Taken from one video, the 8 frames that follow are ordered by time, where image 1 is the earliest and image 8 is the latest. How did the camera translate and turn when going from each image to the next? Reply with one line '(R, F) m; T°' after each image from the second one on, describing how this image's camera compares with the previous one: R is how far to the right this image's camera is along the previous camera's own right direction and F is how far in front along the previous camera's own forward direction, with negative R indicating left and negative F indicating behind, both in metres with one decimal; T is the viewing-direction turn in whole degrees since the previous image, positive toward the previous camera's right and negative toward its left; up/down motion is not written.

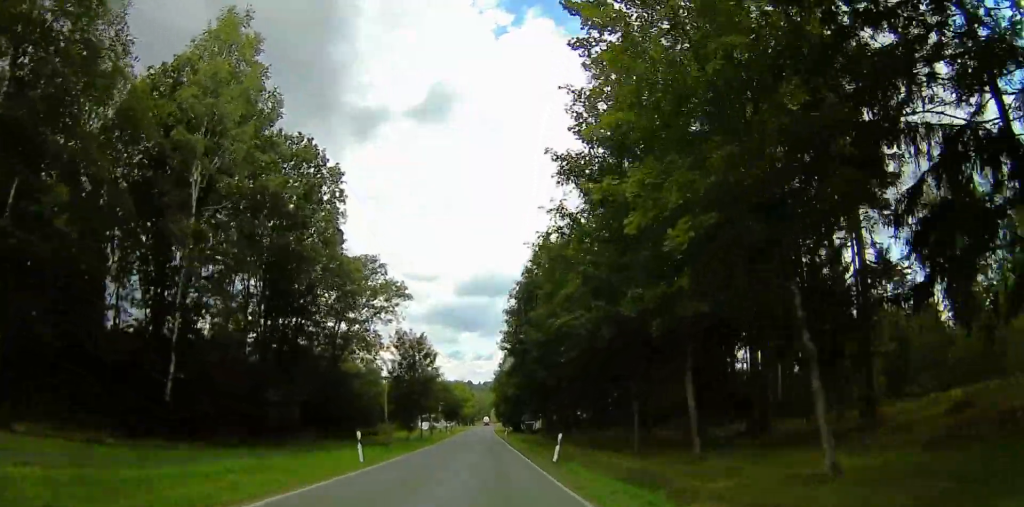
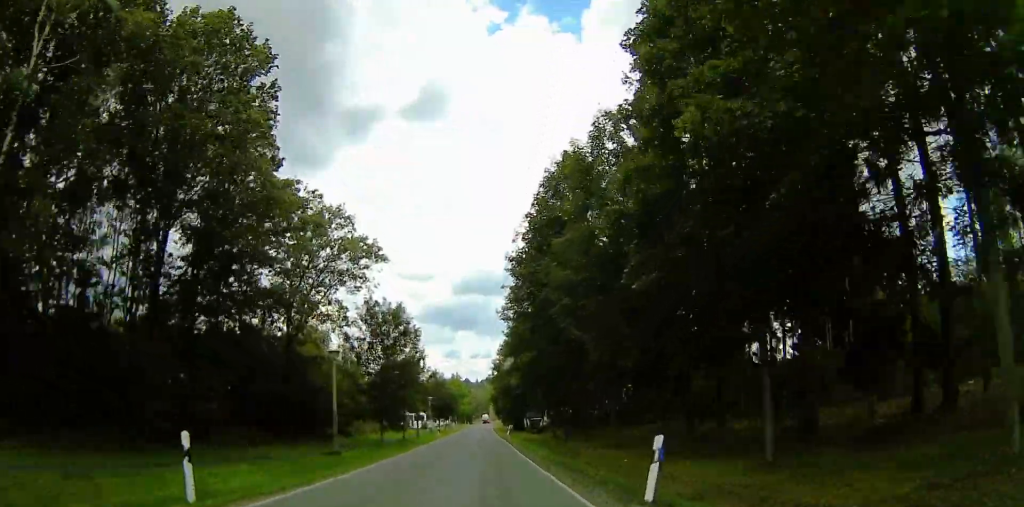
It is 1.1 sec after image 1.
(0.0, +13.0) m; 0°
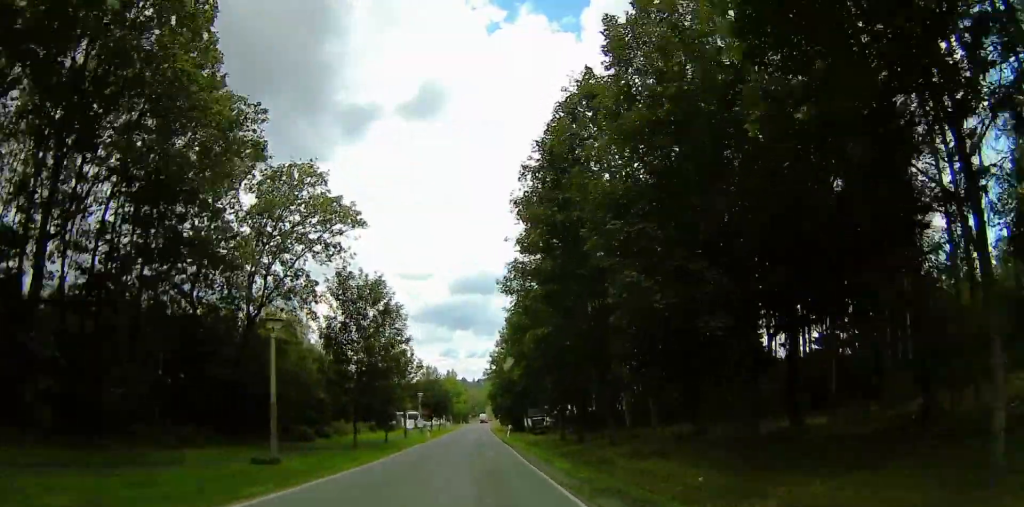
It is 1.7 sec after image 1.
(0.0, +7.4) m; 0°
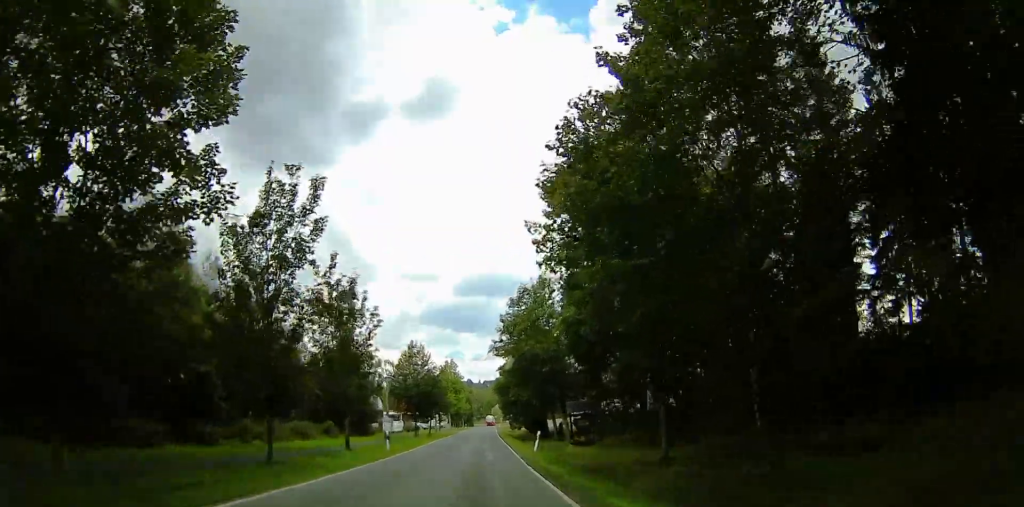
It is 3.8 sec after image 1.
(+0.1, +24.2) m; +3°
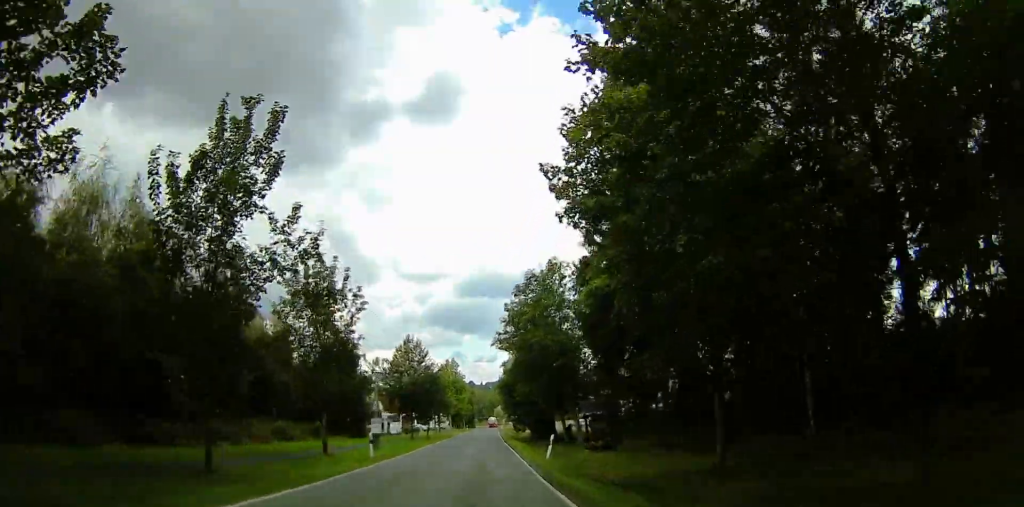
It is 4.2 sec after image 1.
(+0.2, +4.7) m; +1°
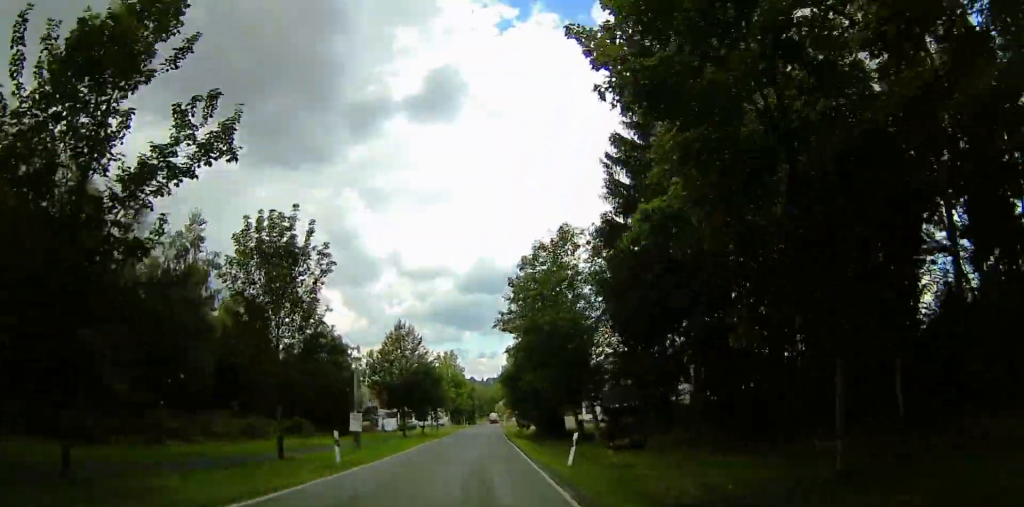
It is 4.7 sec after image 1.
(+0.1, +5.8) m; +1°
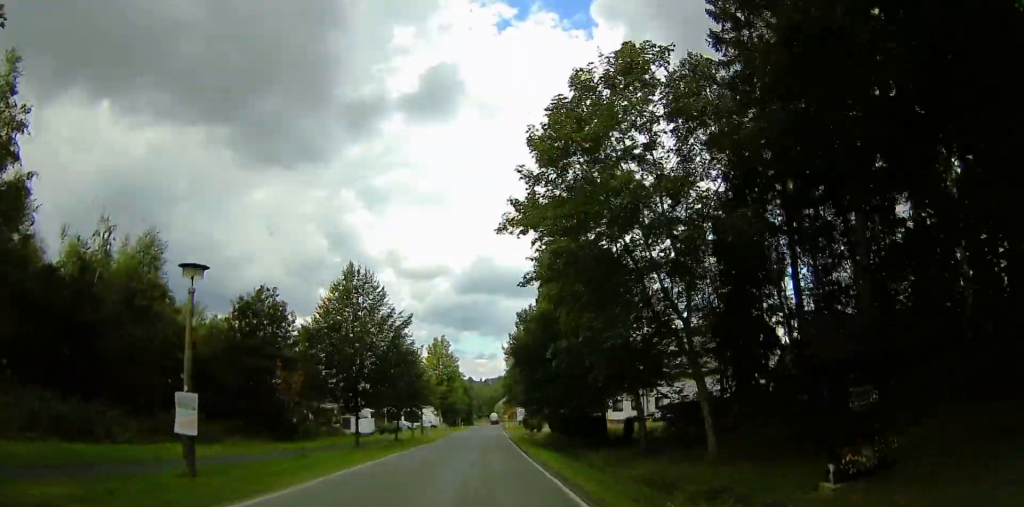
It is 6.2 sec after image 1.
(-2.1, +16.6) m; -7°
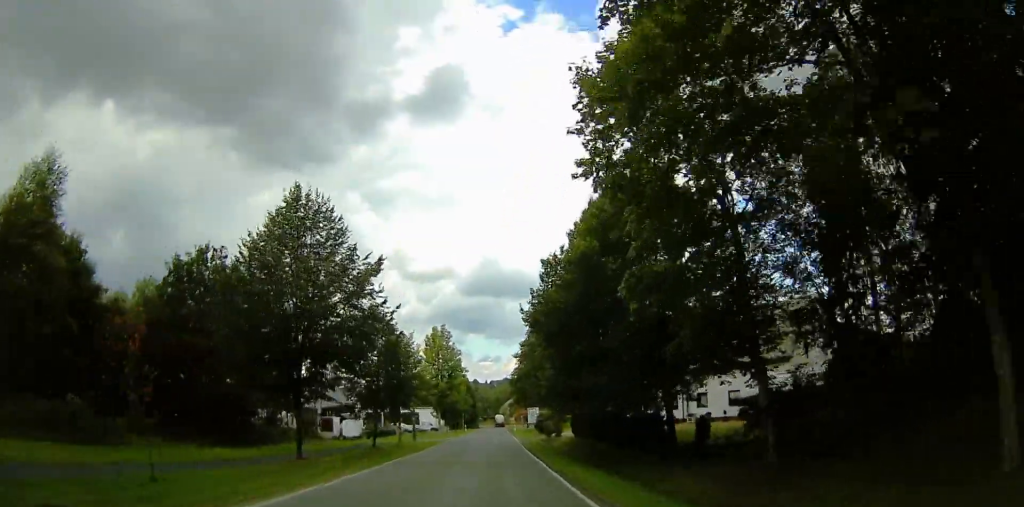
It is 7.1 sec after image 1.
(+0.5, +10.7) m; +4°
